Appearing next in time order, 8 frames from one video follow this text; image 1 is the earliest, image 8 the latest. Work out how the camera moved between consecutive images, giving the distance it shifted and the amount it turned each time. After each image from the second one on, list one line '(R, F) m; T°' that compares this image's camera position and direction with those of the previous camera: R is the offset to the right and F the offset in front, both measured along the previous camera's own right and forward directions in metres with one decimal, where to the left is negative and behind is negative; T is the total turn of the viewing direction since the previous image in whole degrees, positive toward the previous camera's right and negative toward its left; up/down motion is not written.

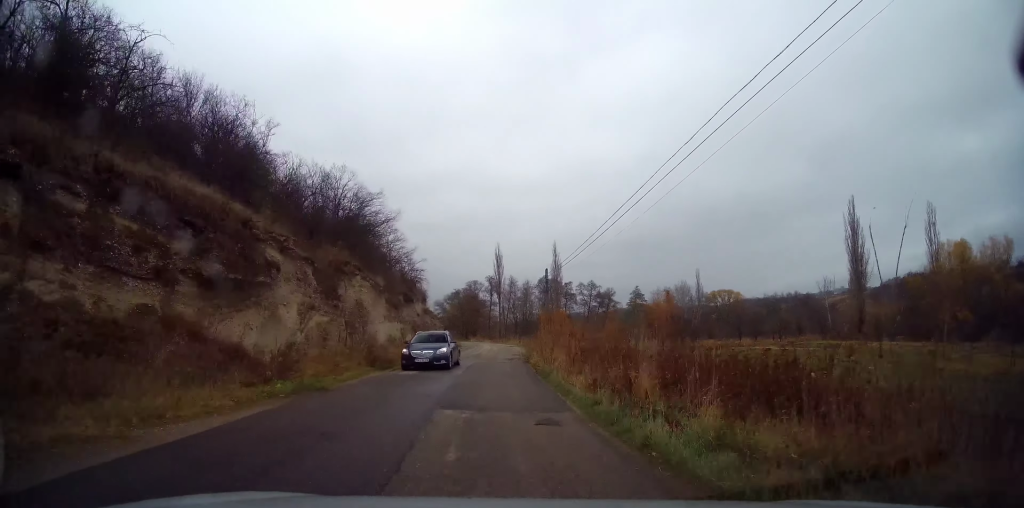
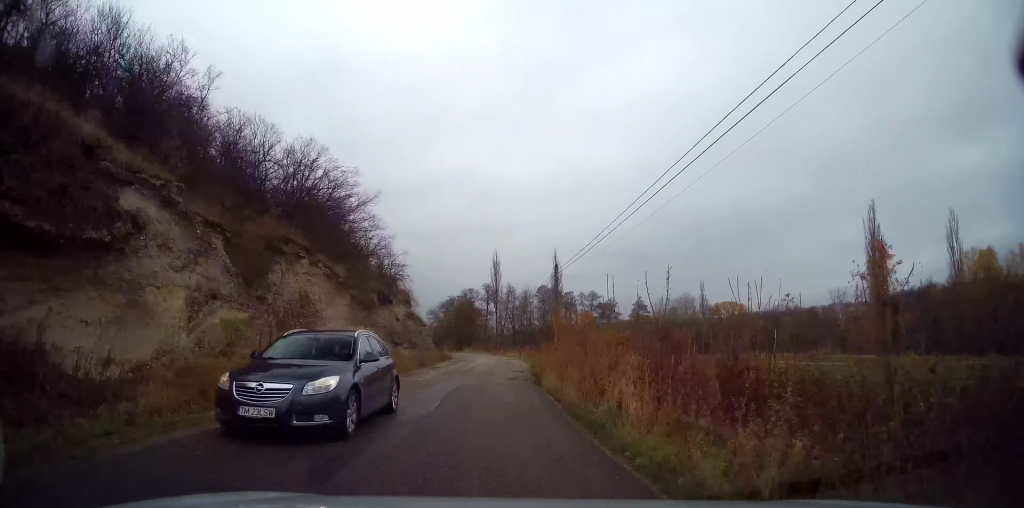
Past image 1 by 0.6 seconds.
(+0.1, +8.4) m; -1°
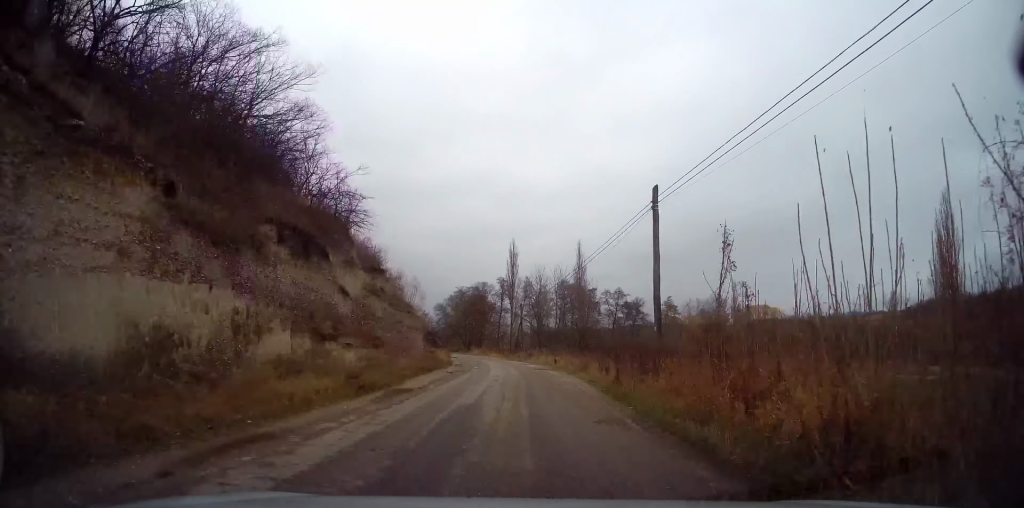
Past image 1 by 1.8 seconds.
(-0.6, +17.6) m; 0°
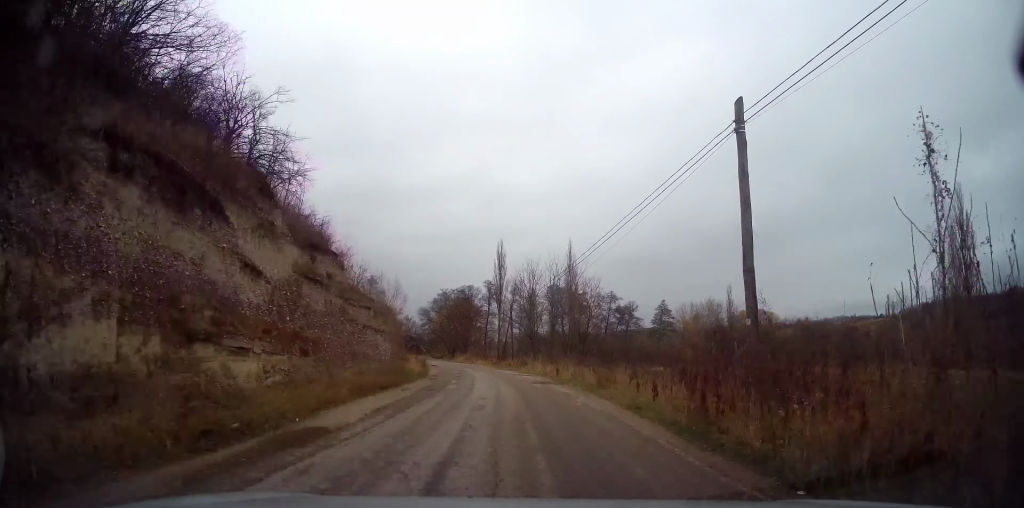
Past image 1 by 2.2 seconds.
(+0.3, +6.9) m; +1°
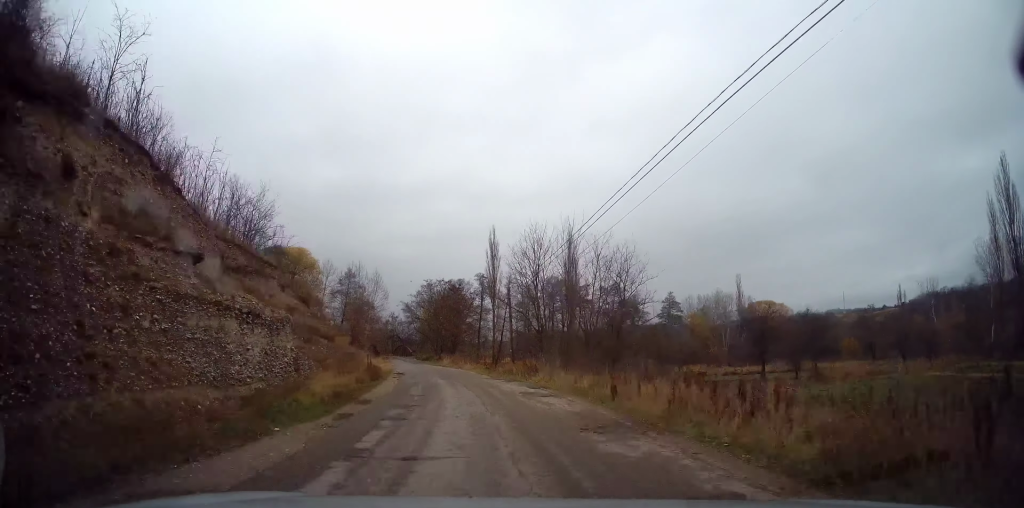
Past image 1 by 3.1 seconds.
(+0.2, +13.0) m; -1°
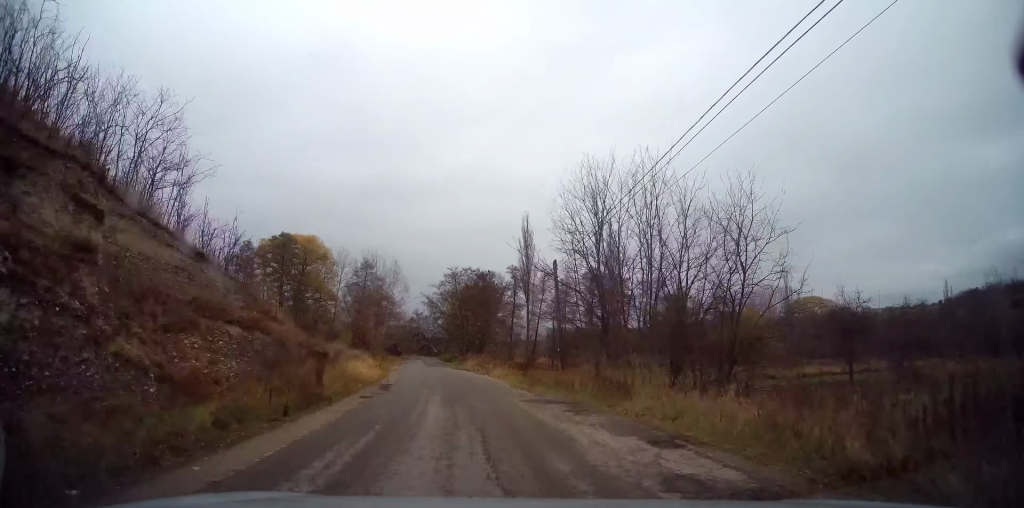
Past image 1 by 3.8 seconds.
(-0.1, +11.2) m; -3°
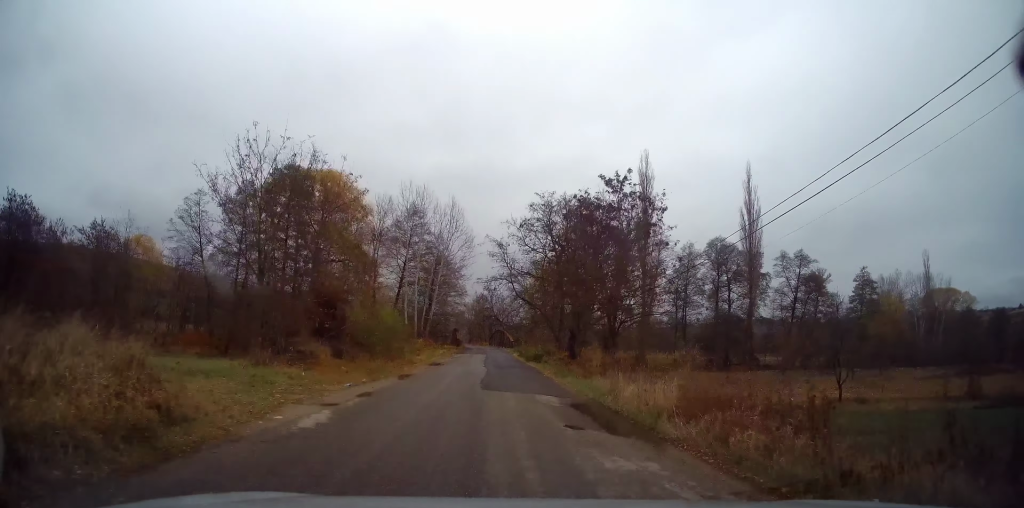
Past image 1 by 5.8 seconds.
(-2.4, +30.6) m; -6°
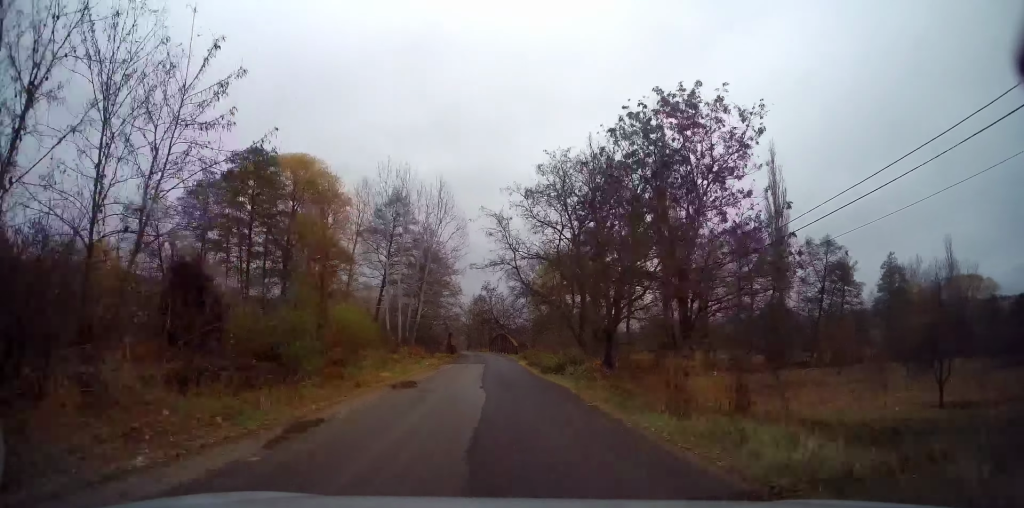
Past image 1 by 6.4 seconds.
(+0.1, +9.5) m; 0°
